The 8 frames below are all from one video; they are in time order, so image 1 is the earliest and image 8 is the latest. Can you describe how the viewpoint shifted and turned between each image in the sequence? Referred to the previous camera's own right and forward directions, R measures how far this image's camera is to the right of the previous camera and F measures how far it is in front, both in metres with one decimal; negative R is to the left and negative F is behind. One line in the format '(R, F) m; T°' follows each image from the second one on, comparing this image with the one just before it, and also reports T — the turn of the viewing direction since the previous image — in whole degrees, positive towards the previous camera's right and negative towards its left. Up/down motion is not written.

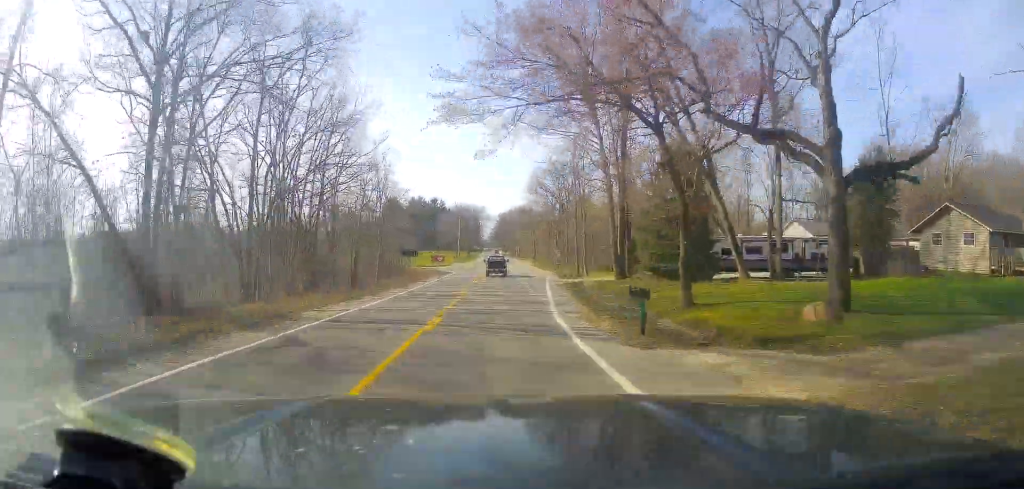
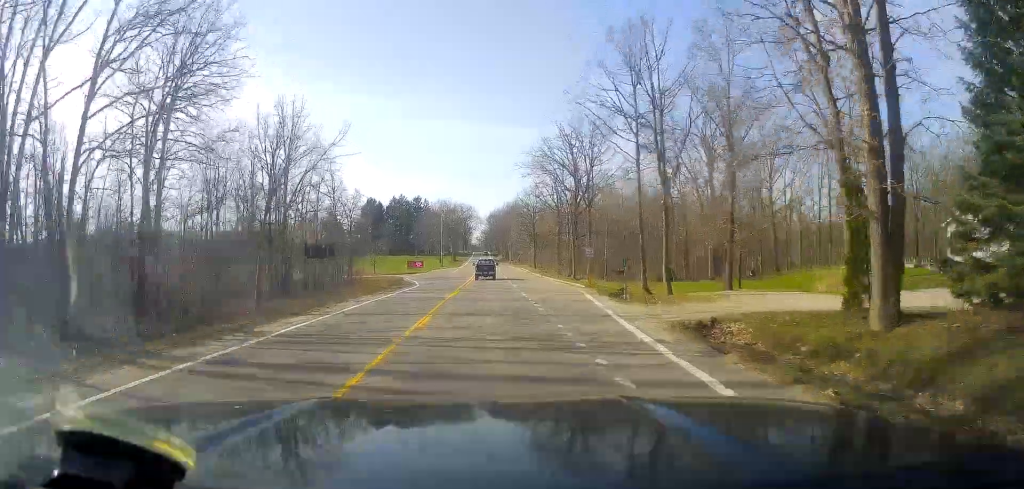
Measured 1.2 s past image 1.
(+0.6, +28.9) m; +2°
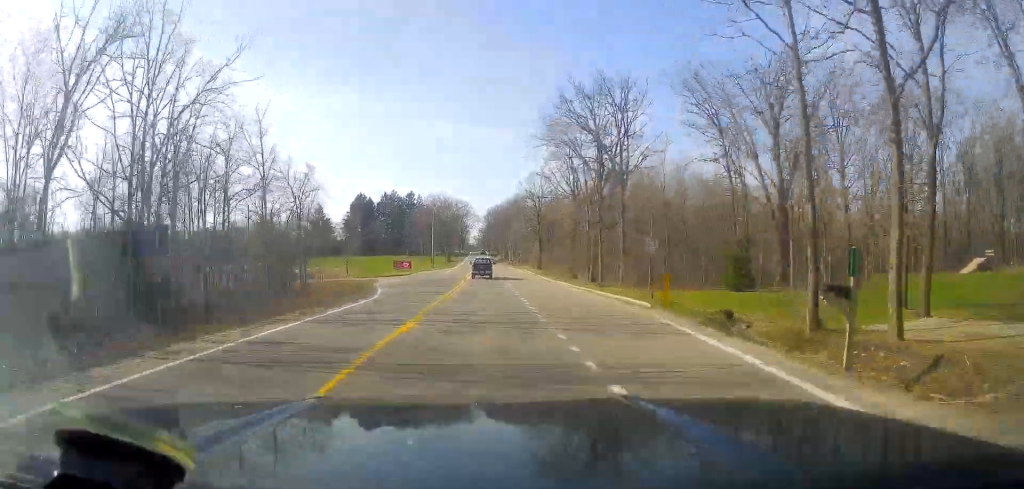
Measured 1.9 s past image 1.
(+0.1, +17.2) m; 0°
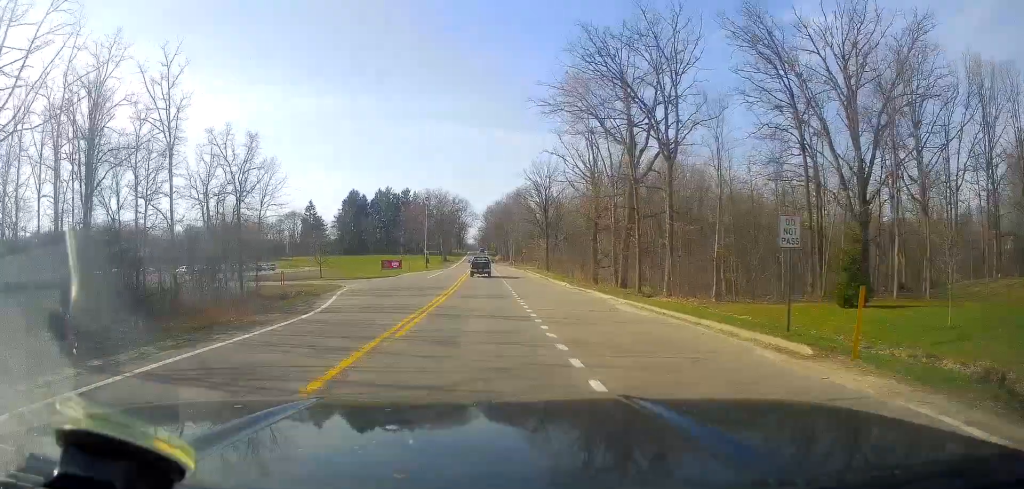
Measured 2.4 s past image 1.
(0.0, +12.4) m; 0°
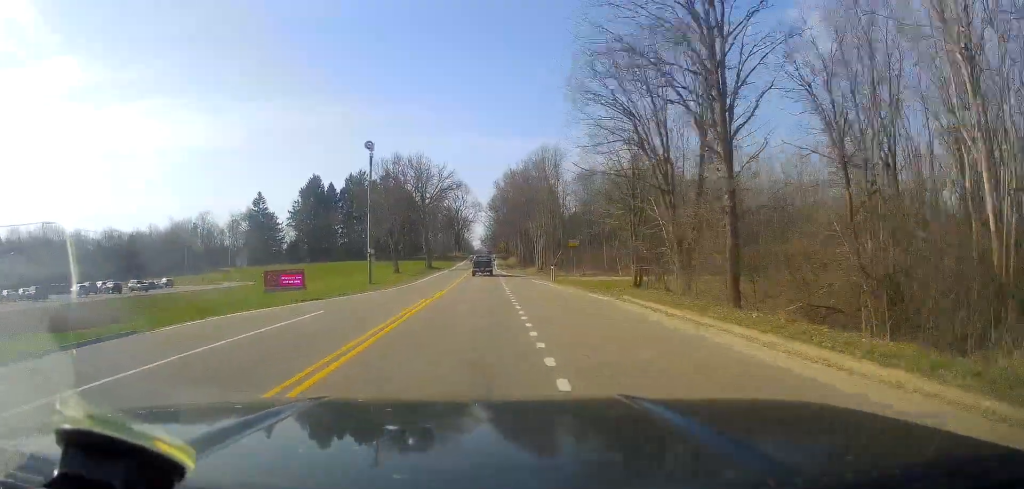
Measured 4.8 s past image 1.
(-0.6, +60.8) m; -2°
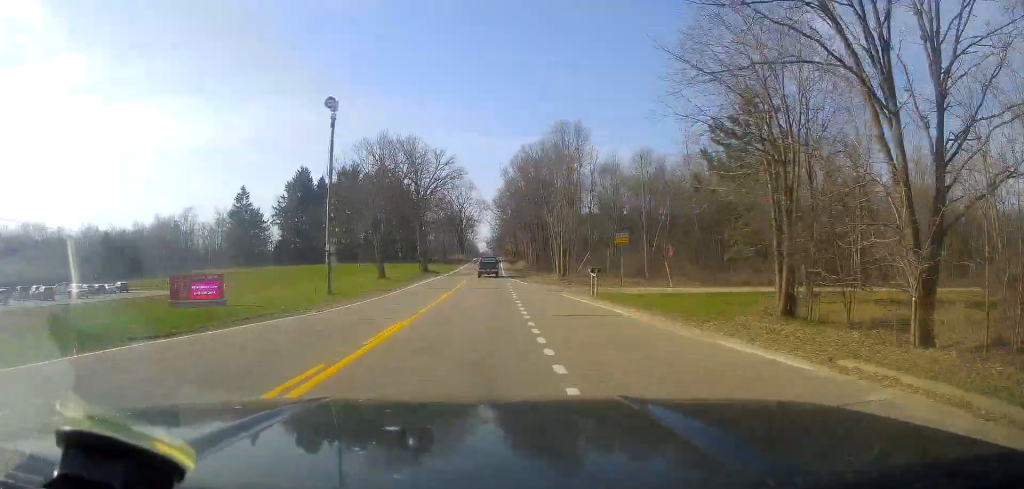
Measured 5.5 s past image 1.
(-0.5, +17.1) m; 0°
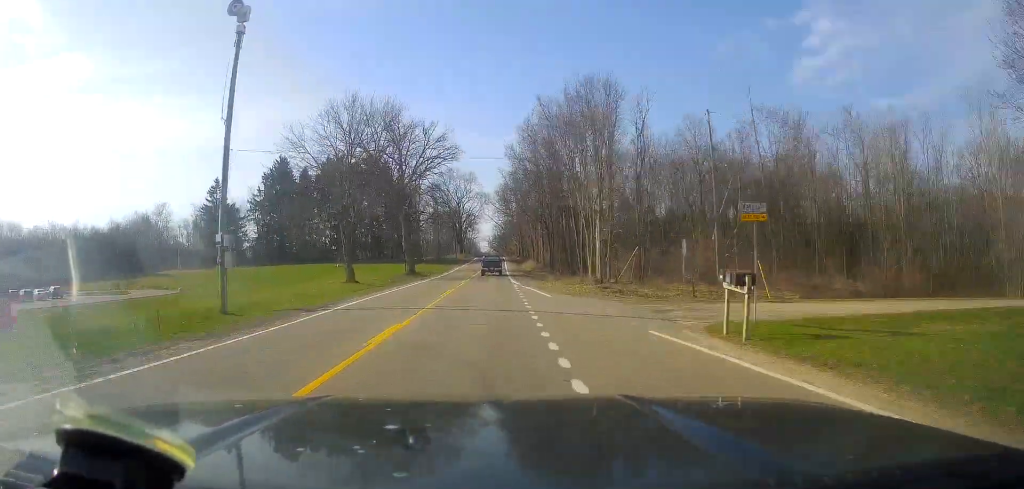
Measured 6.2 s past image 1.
(+0.6, +18.0) m; 0°
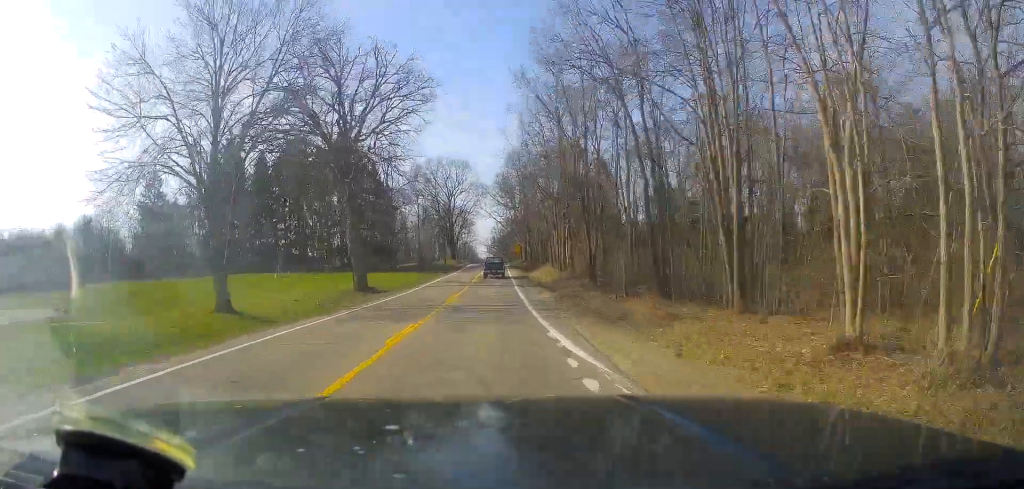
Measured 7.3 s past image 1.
(-0.5, +29.1) m; 0°
